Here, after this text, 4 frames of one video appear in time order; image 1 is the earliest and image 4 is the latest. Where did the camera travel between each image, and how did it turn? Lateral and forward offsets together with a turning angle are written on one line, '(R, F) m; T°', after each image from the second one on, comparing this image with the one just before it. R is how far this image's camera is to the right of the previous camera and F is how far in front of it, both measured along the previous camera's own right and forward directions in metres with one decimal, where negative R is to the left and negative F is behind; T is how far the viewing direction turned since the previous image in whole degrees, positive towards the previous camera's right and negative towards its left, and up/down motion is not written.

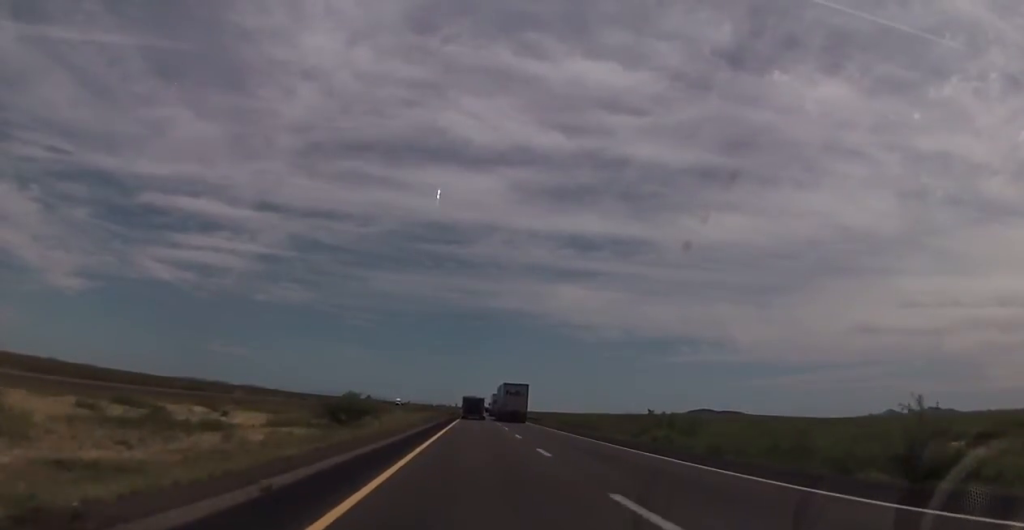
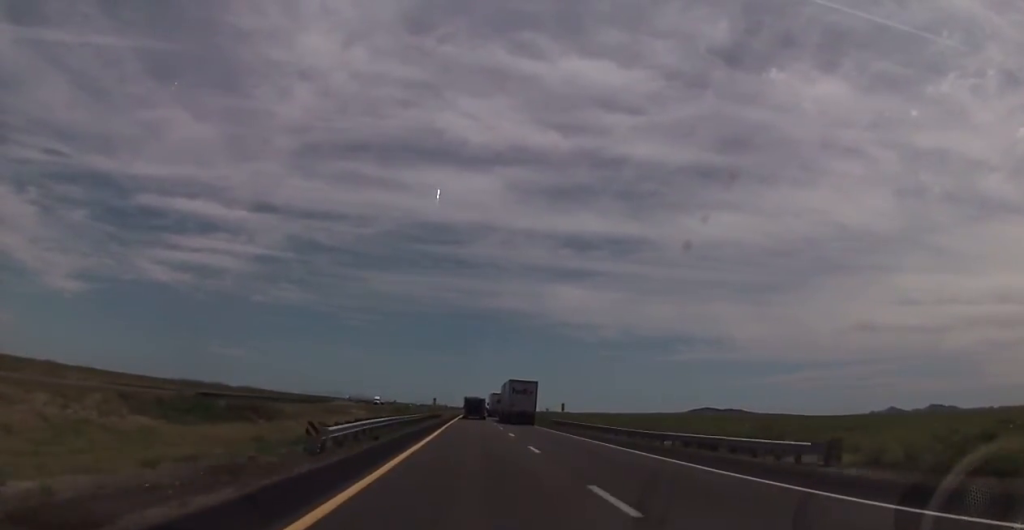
(+0.8, +87.4) m; +1°
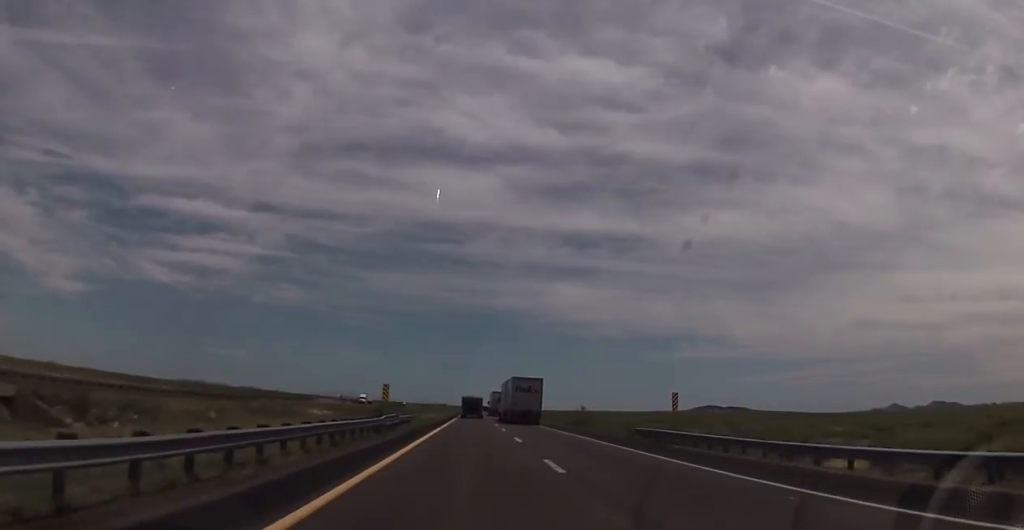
(-0.4, +49.8) m; -1°
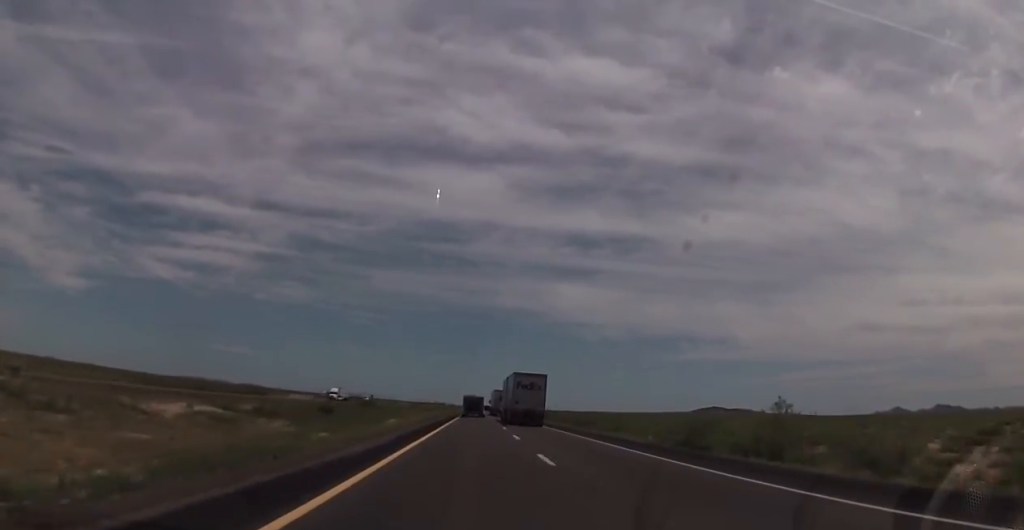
(+0.2, +62.7) m; 0°
